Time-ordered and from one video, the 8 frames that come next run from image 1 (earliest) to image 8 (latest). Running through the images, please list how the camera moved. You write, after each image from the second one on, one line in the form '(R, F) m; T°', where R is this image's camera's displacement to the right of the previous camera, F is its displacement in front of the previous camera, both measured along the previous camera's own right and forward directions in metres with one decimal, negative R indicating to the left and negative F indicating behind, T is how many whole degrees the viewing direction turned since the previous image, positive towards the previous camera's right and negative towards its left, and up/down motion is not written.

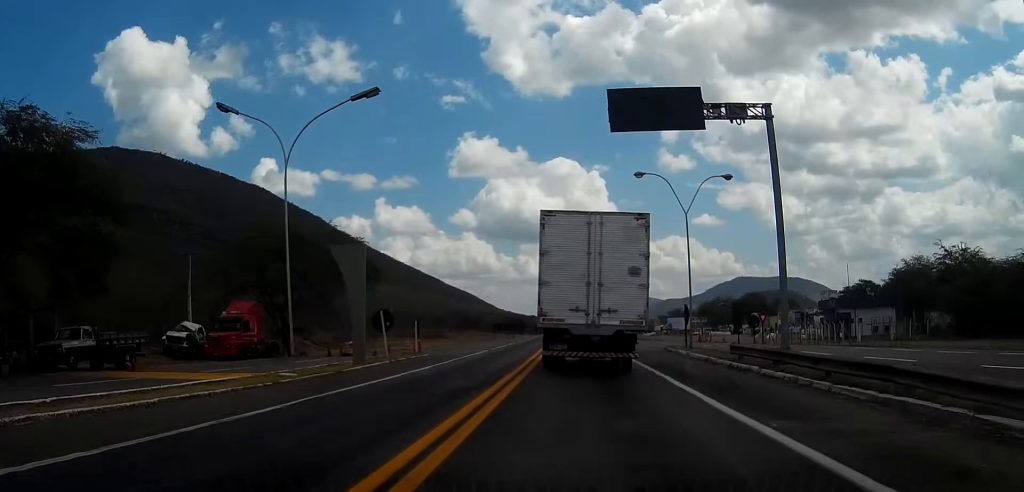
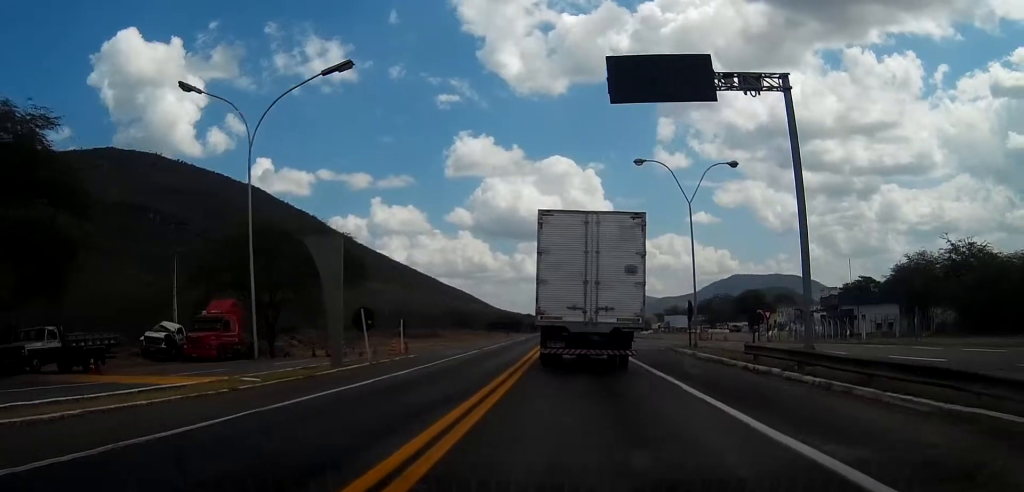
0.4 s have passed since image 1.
(0.0, +2.4) m; 0°
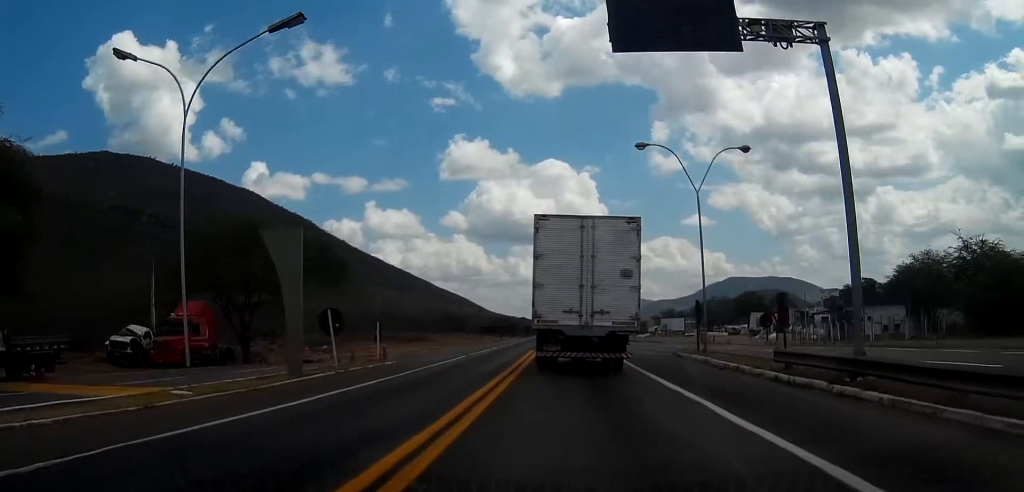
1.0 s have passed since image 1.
(+0.1, +3.5) m; 0°
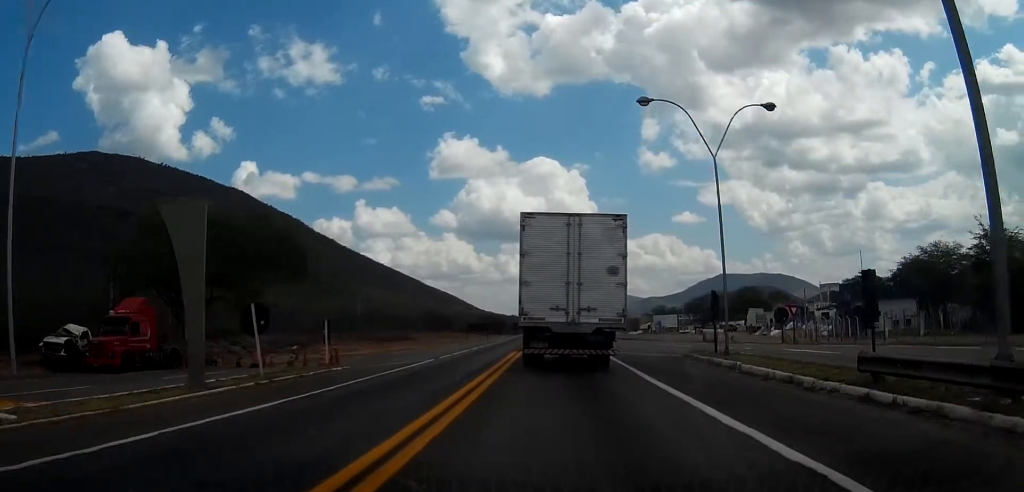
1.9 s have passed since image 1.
(-0.1, +5.8) m; 0°
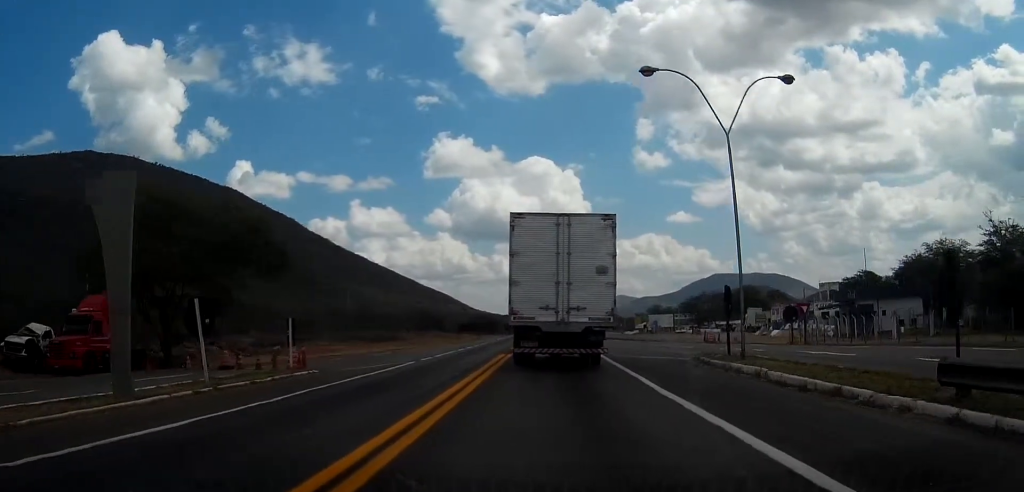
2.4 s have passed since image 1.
(0.0, +3.1) m; 0°
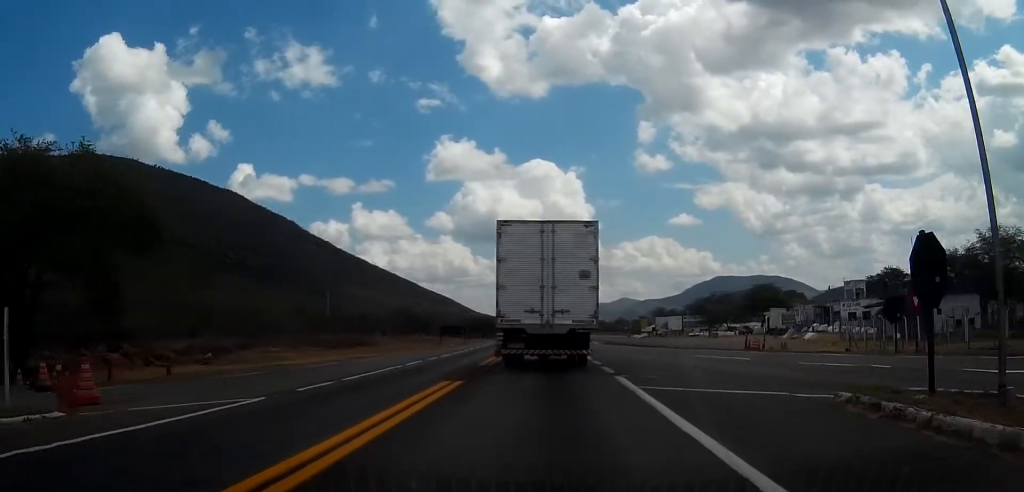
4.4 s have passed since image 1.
(+0.3, +13.9) m; +1°
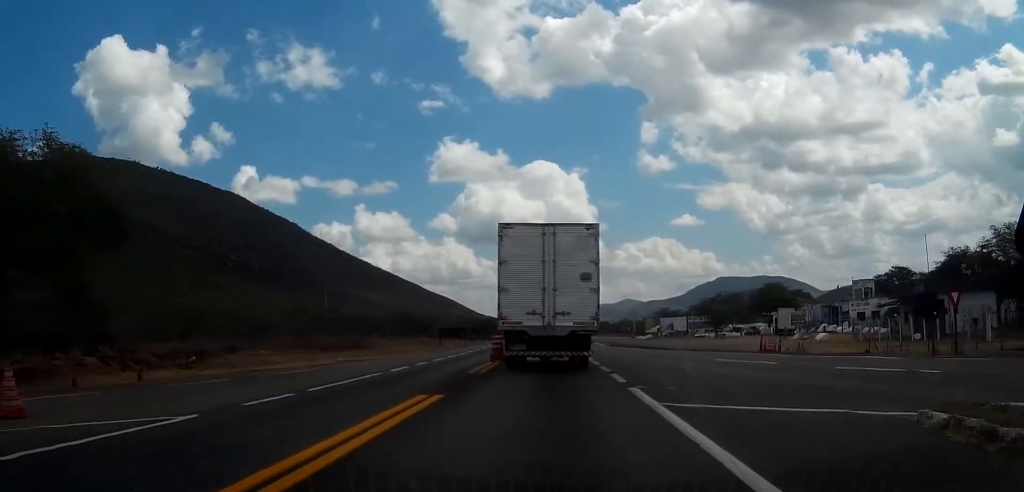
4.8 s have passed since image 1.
(0.0, +3.0) m; 0°
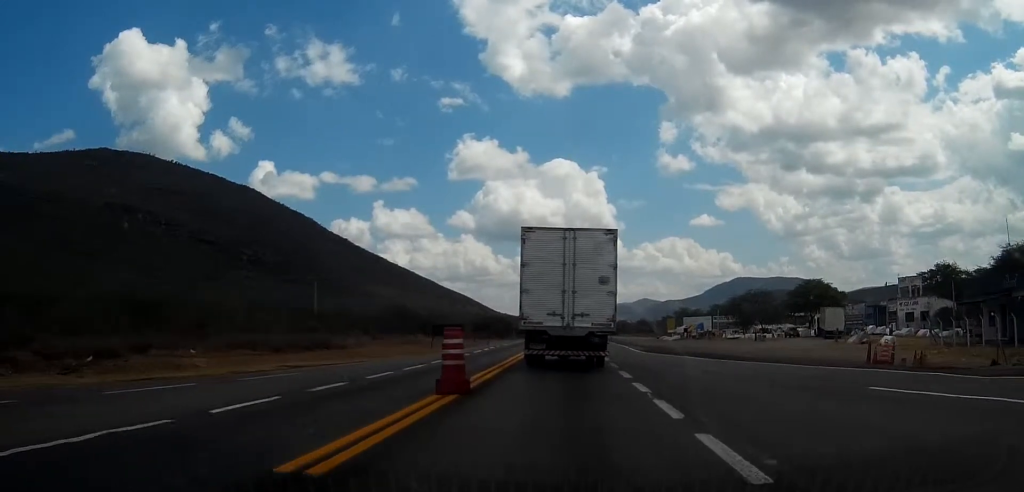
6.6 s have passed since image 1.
(+0.1, +14.3) m; 0°
